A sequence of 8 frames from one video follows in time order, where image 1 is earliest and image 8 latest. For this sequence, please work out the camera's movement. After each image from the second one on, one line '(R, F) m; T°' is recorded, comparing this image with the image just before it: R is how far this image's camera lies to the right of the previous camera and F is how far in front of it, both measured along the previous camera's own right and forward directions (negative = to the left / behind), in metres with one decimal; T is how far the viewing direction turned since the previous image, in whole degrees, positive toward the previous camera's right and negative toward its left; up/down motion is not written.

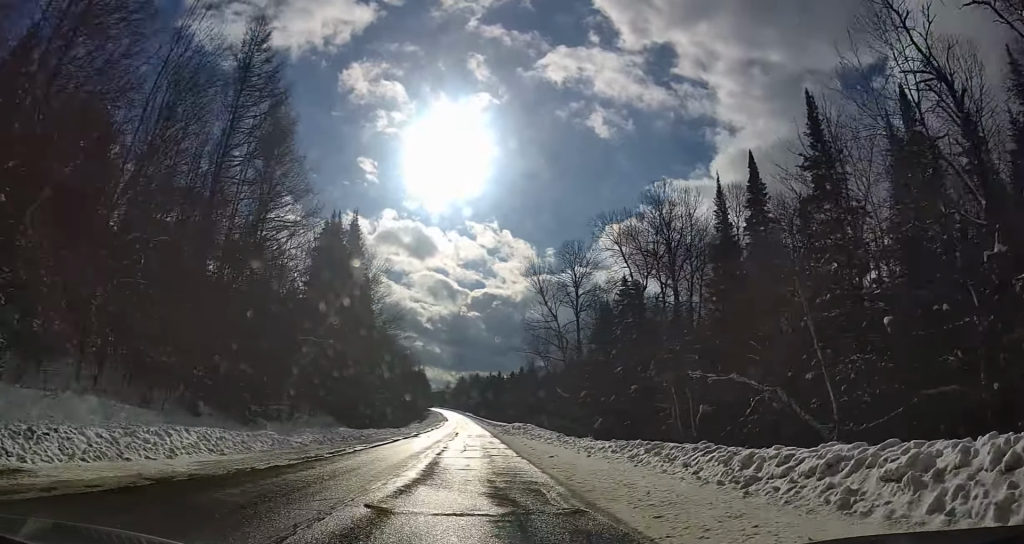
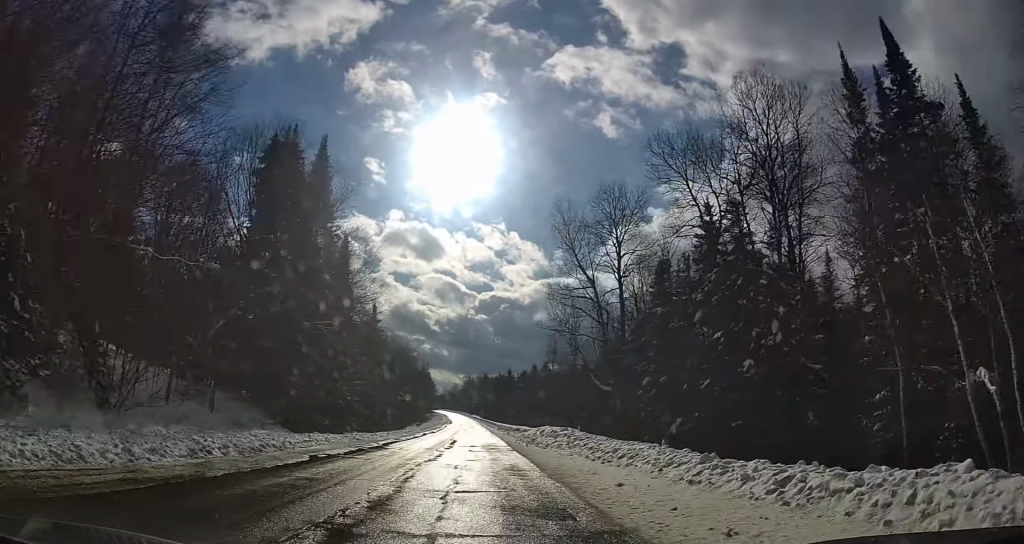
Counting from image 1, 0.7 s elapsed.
(+0.1, +18.2) m; 0°
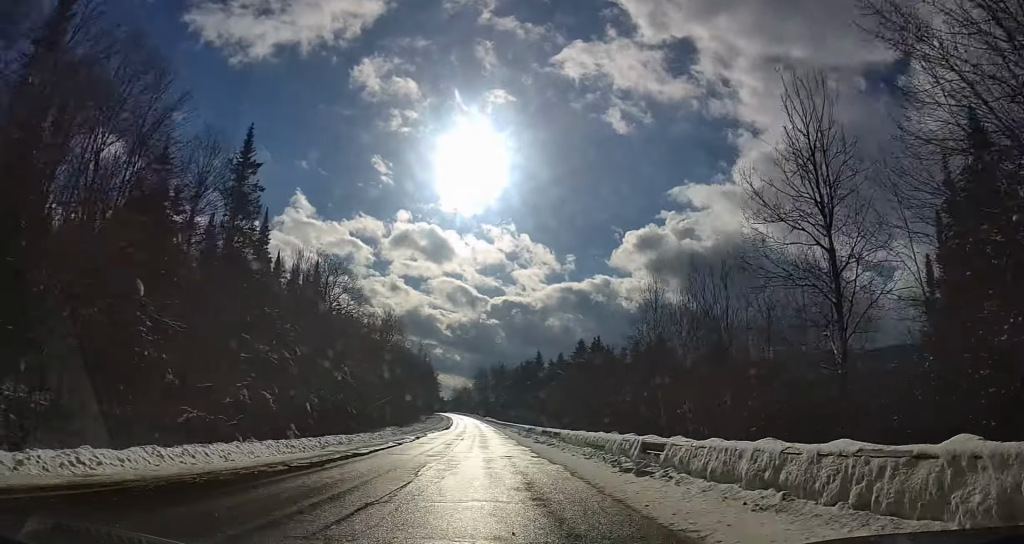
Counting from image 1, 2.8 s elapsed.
(-0.9, +58.6) m; -3°
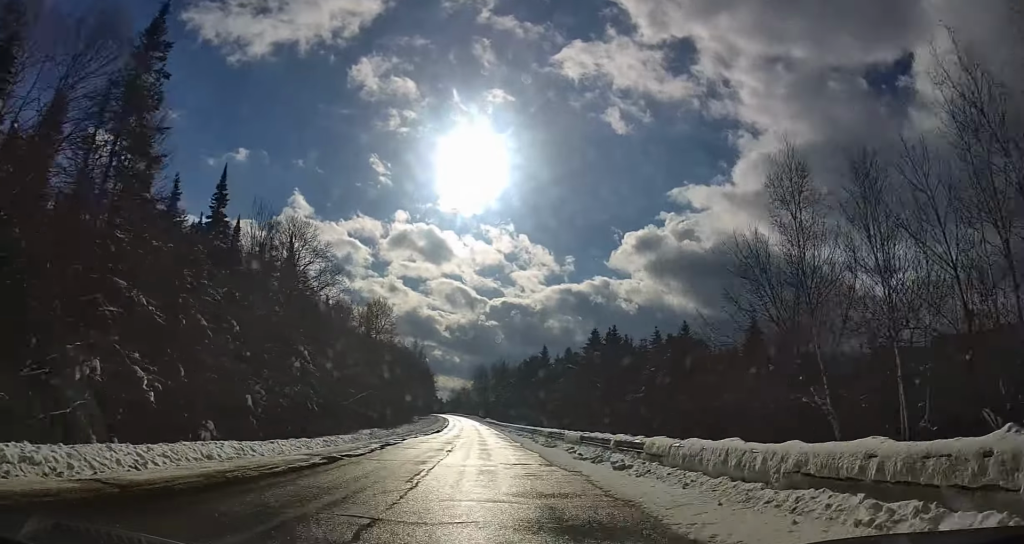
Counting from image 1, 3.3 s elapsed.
(-0.6, +13.8) m; 0°
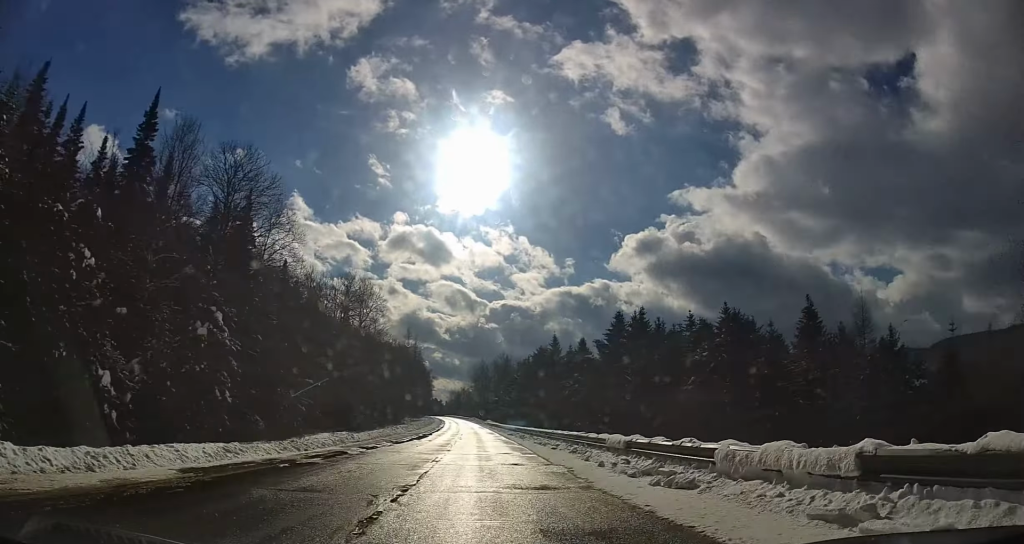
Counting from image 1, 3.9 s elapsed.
(+0.2, +16.6) m; 0°
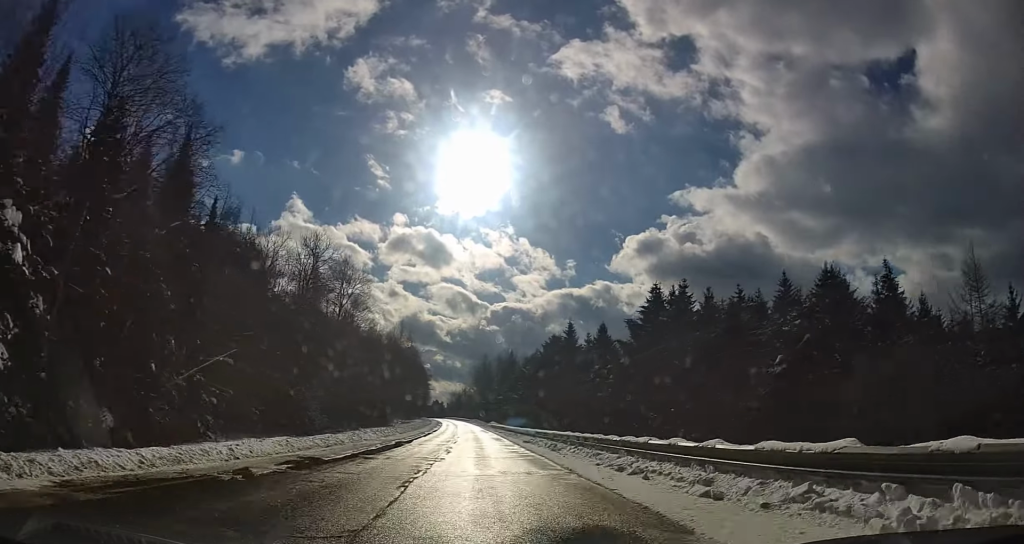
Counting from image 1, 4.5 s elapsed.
(+0.3, +16.7) m; 0°
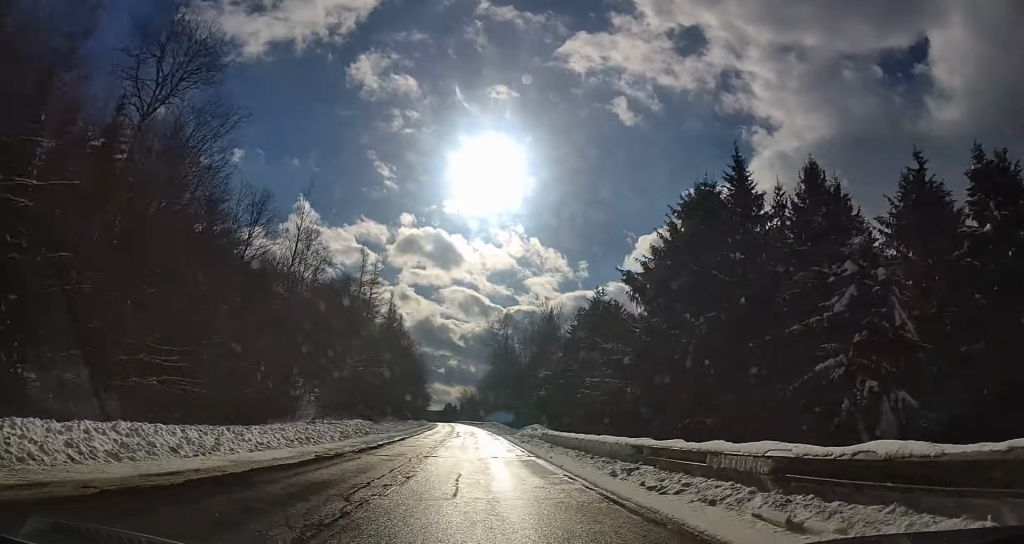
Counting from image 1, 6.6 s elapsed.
(-1.9, +59.5) m; -3°
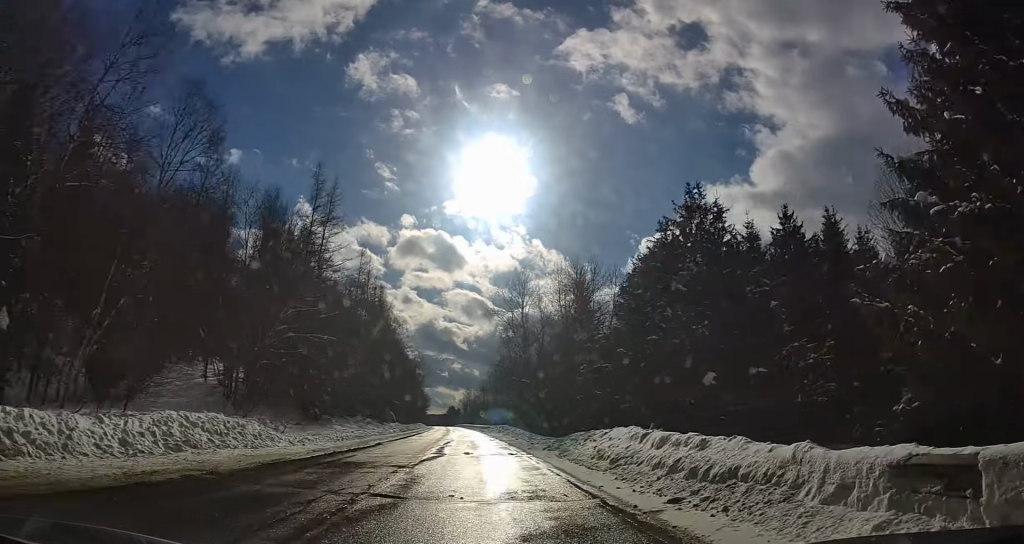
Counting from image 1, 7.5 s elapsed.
(0.0, +25.2) m; 0°
